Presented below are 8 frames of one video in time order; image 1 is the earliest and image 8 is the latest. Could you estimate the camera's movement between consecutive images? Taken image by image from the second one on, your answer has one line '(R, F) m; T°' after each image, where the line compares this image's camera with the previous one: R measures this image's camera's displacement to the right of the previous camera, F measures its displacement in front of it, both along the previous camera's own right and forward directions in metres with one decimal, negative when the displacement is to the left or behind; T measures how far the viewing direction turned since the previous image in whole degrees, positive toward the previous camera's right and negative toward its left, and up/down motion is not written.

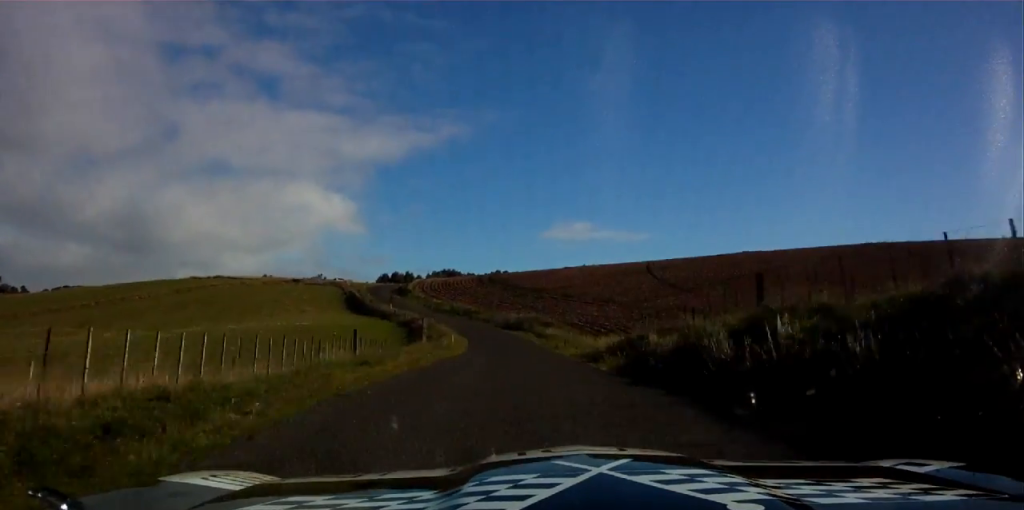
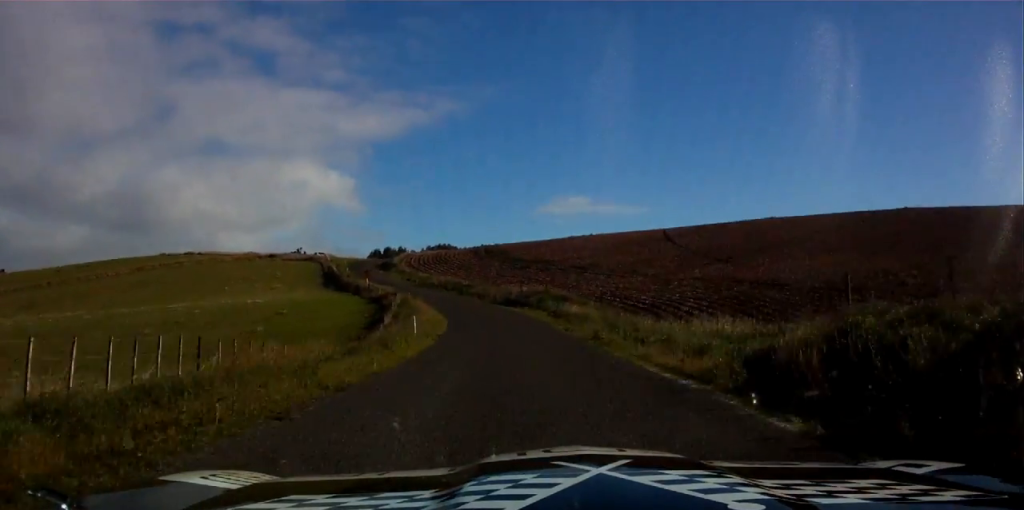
(0.0, +22.7) m; 0°
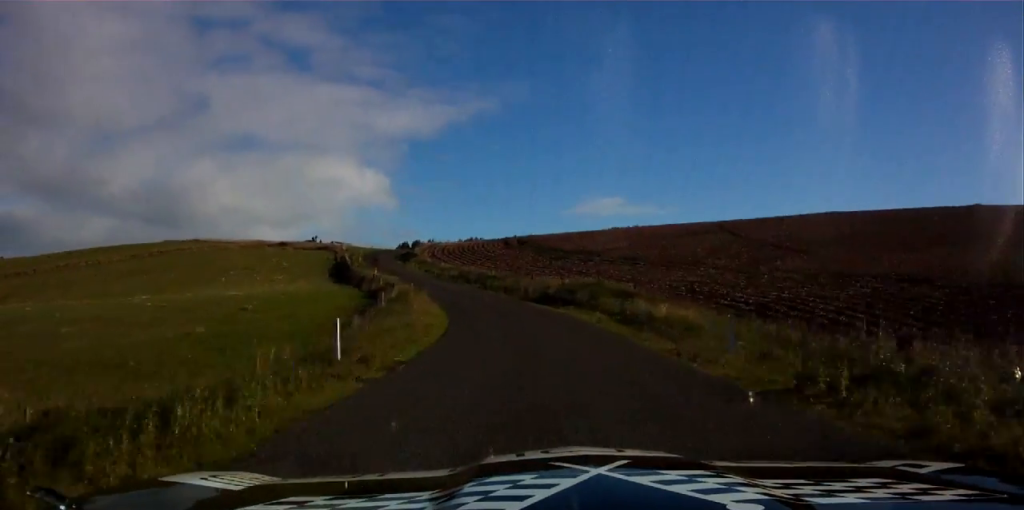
(0.0, +18.0) m; 0°
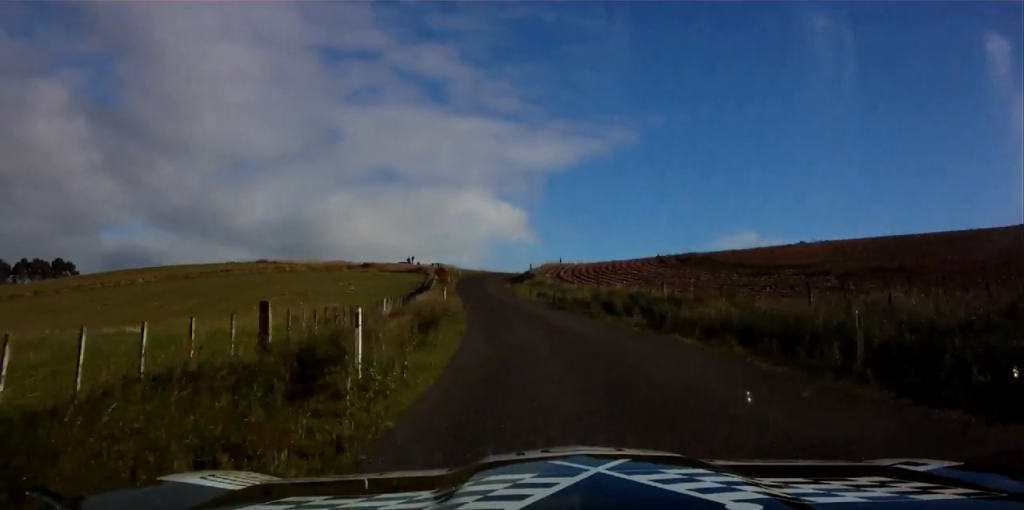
(0.0, +40.1) m; 0°
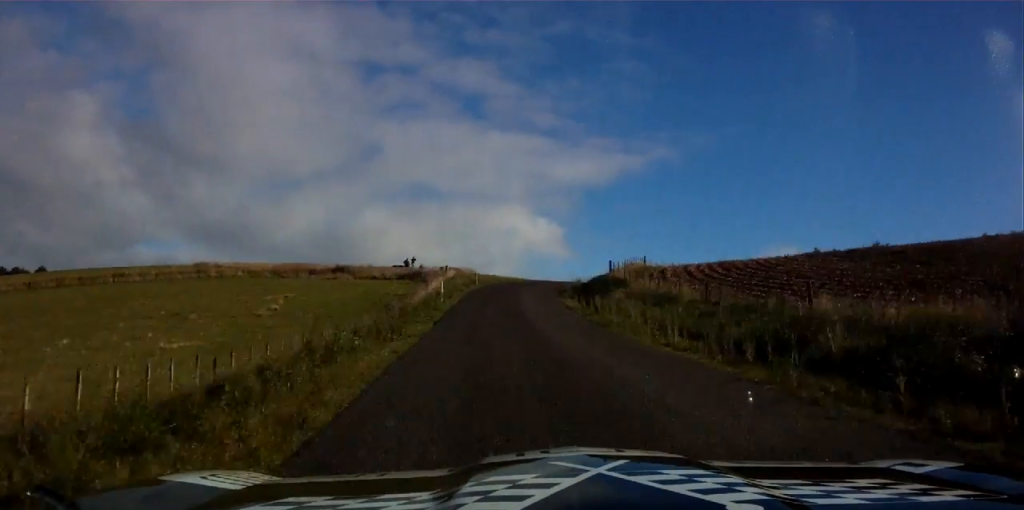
(-0.9, +48.8) m; -5°
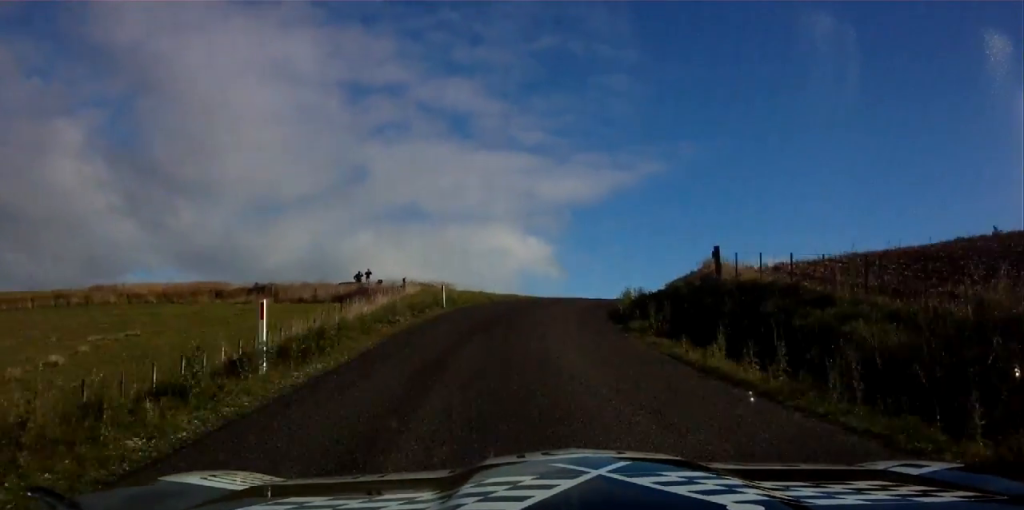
(-2.4, +31.8) m; -3°
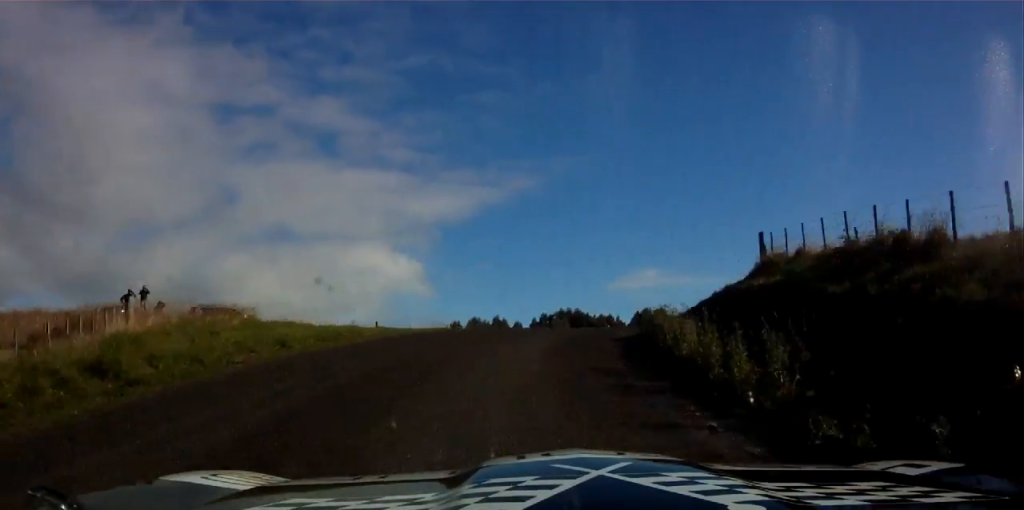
(+0.6, +25.7) m; +8°
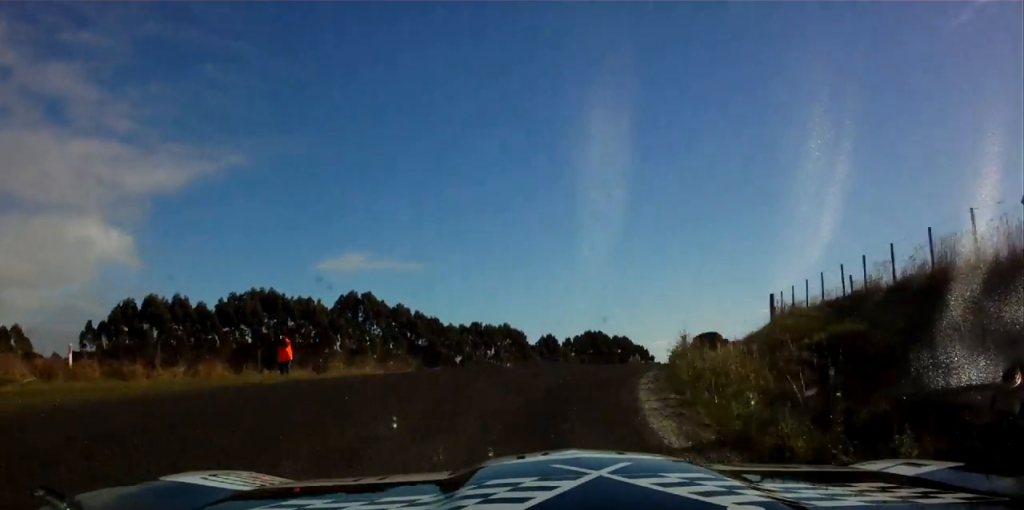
(+8.5, +35.8) m; +28°
